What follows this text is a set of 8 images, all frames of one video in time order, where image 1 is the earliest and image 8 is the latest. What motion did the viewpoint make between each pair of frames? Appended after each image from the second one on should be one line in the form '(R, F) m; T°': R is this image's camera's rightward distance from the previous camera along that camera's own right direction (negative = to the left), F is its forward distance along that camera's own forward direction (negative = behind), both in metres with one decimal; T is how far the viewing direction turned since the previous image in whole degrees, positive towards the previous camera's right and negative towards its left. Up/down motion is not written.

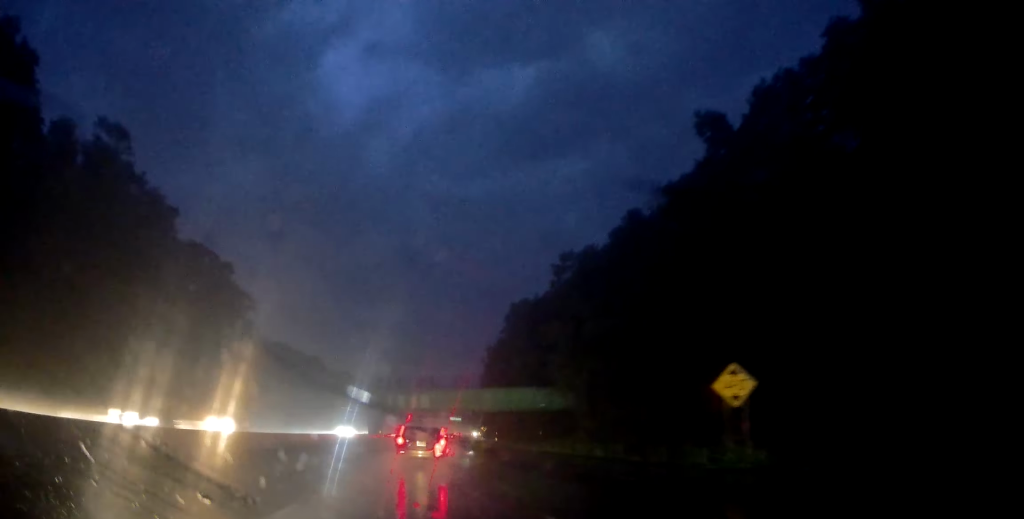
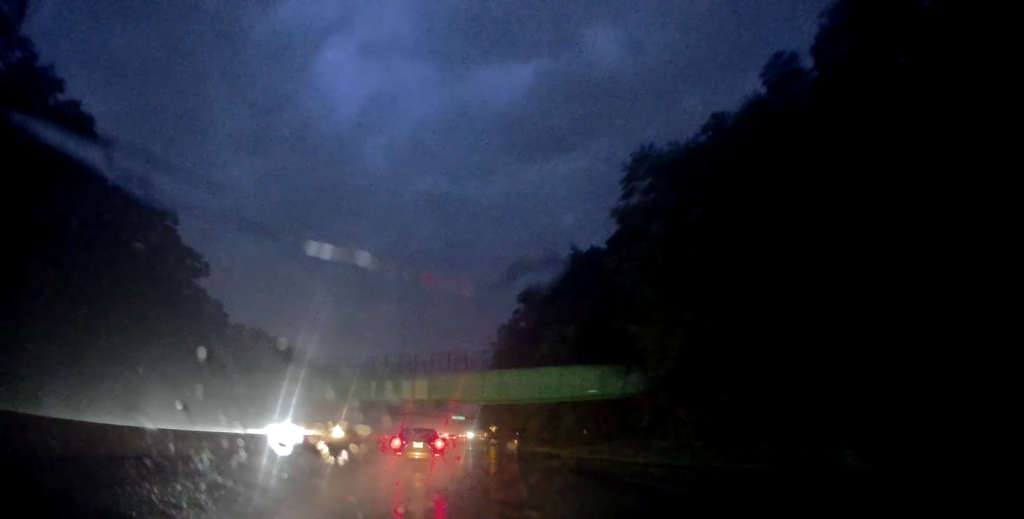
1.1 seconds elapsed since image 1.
(+0.5, +22.6) m; 0°
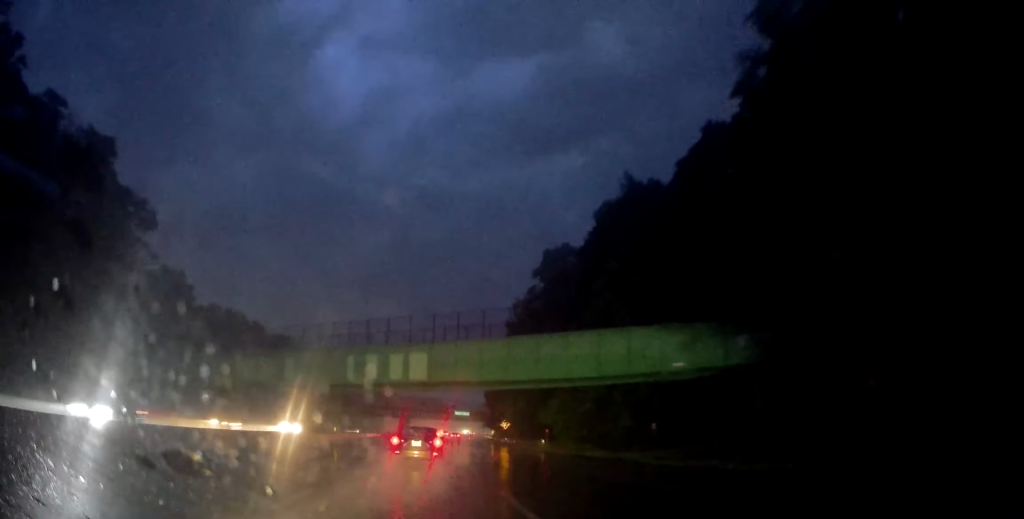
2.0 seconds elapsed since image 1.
(-0.5, +18.2) m; 0°
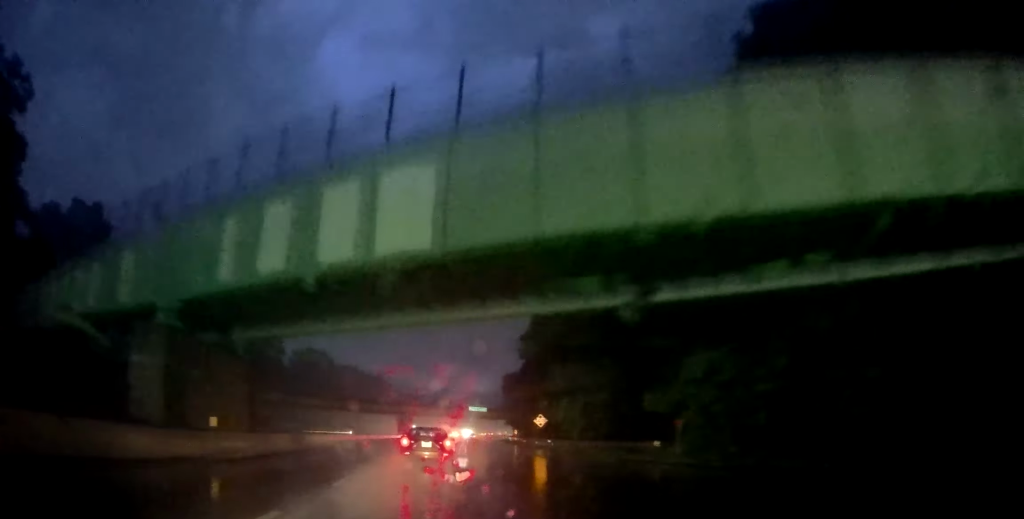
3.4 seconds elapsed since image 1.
(+0.5, +27.1) m; +1°
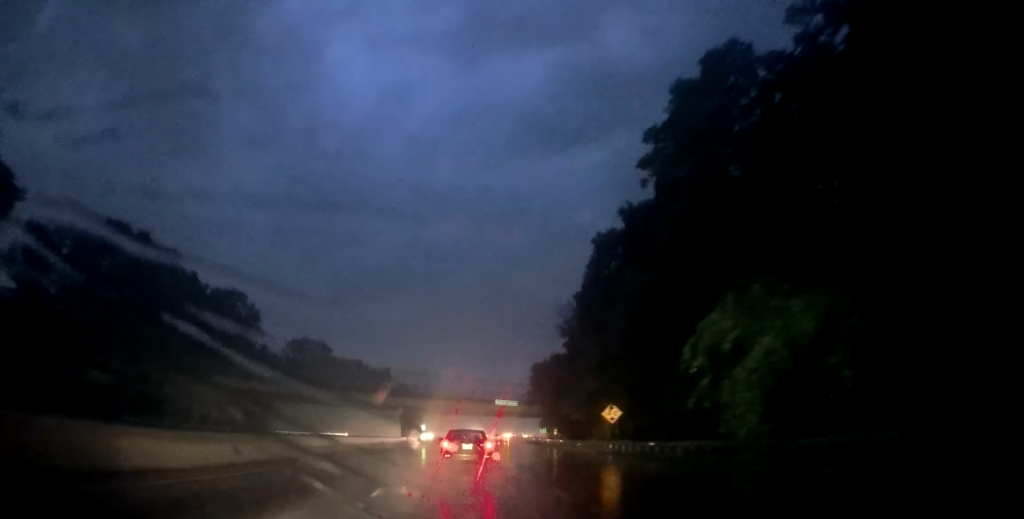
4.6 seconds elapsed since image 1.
(-0.6, +24.6) m; -2°
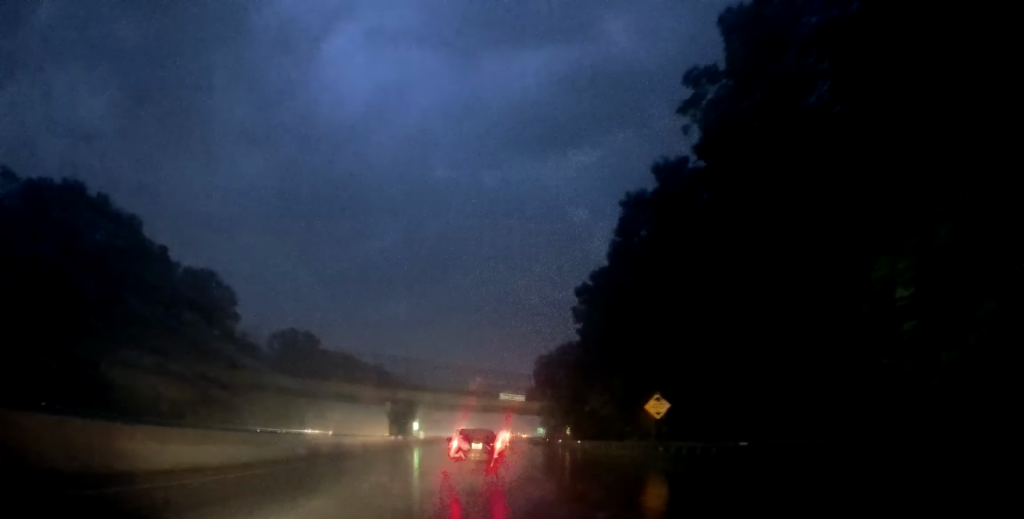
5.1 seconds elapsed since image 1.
(-0.3, +11.1) m; 0°
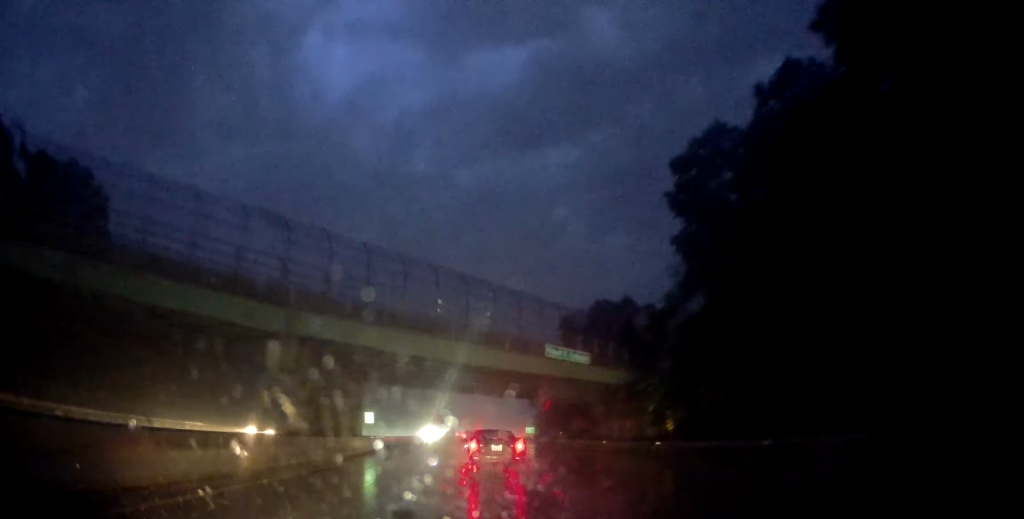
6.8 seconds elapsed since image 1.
(+0.6, +35.6) m; +1°
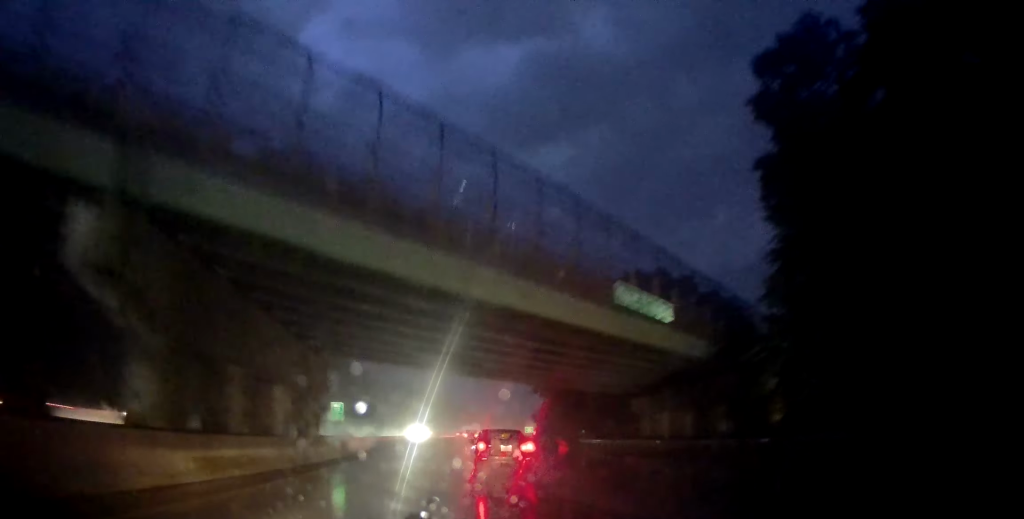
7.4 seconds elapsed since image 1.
(-0.1, +12.0) m; 0°
